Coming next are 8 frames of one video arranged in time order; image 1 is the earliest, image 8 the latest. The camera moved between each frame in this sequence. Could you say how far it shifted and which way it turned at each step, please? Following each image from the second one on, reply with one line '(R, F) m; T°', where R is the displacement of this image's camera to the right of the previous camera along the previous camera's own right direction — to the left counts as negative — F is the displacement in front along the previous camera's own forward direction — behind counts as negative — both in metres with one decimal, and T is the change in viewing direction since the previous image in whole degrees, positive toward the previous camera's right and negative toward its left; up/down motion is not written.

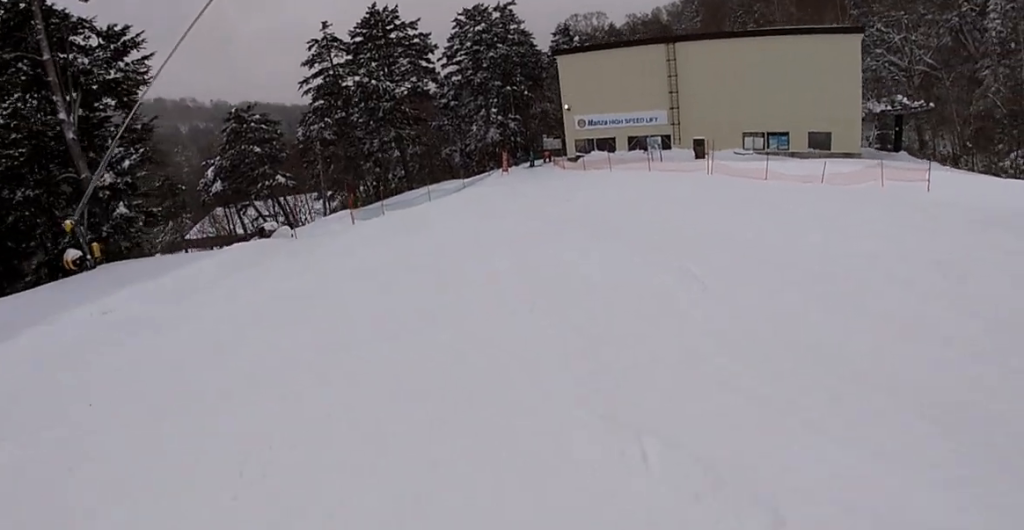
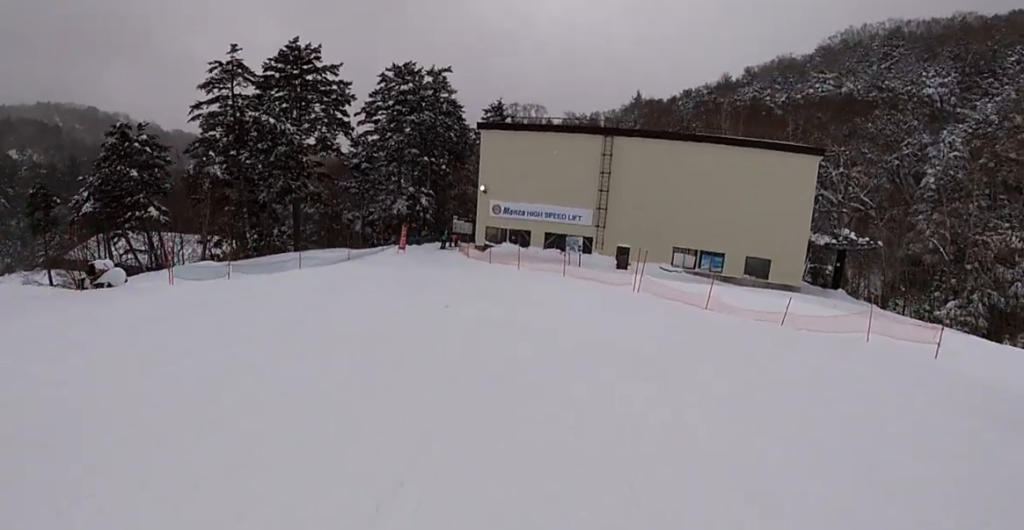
(+1.5, +6.6) m; +4°
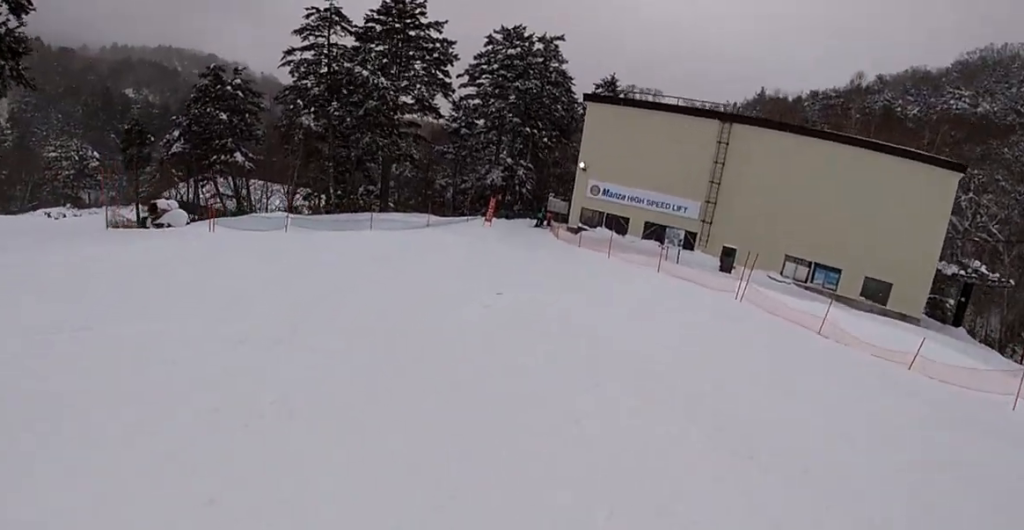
(+0.2, +2.8) m; -10°
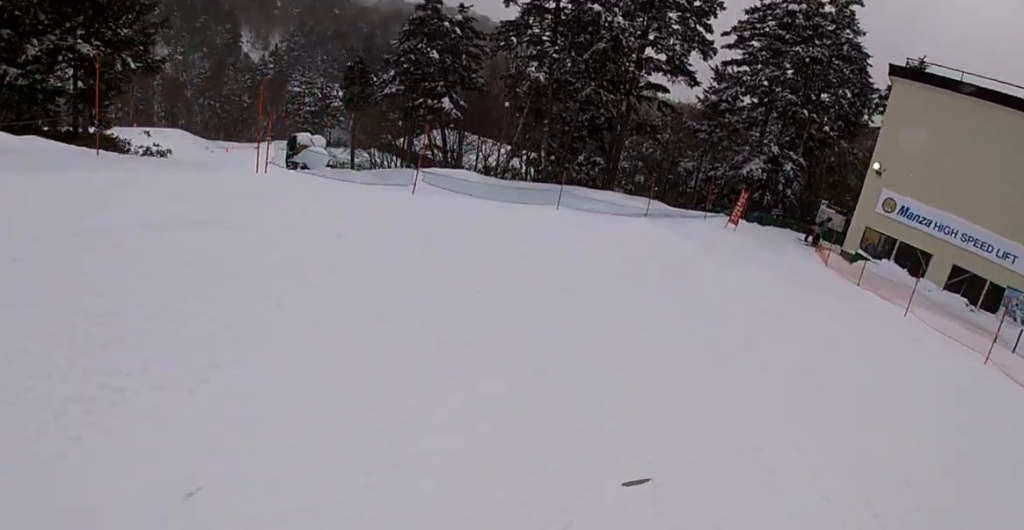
(-2.3, +7.9) m; -12°
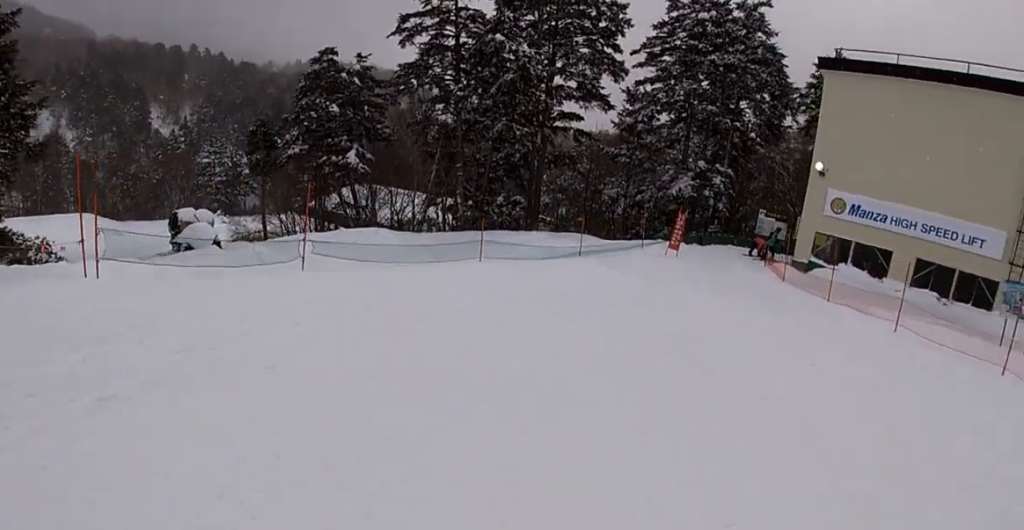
(+0.4, +3.0) m; +10°
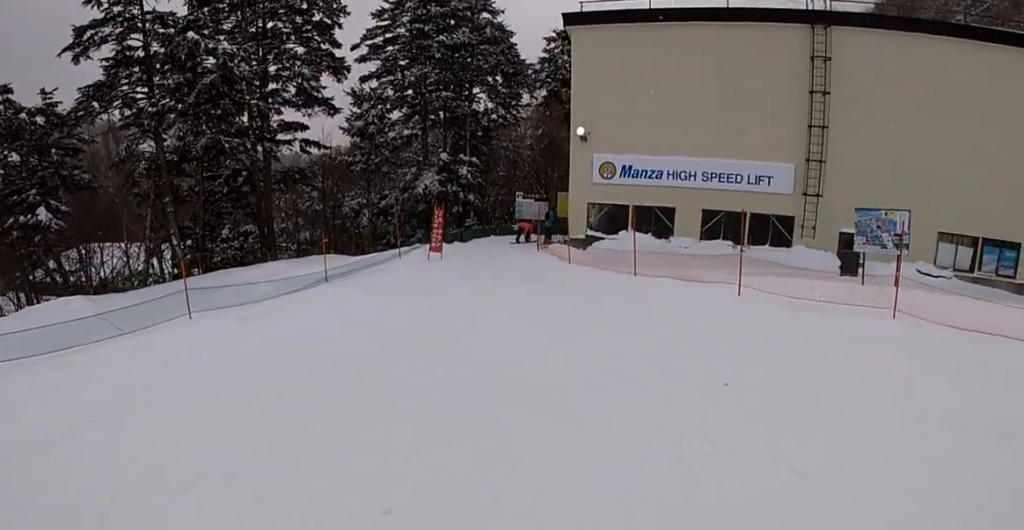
(+0.6, +4.5) m; +9°
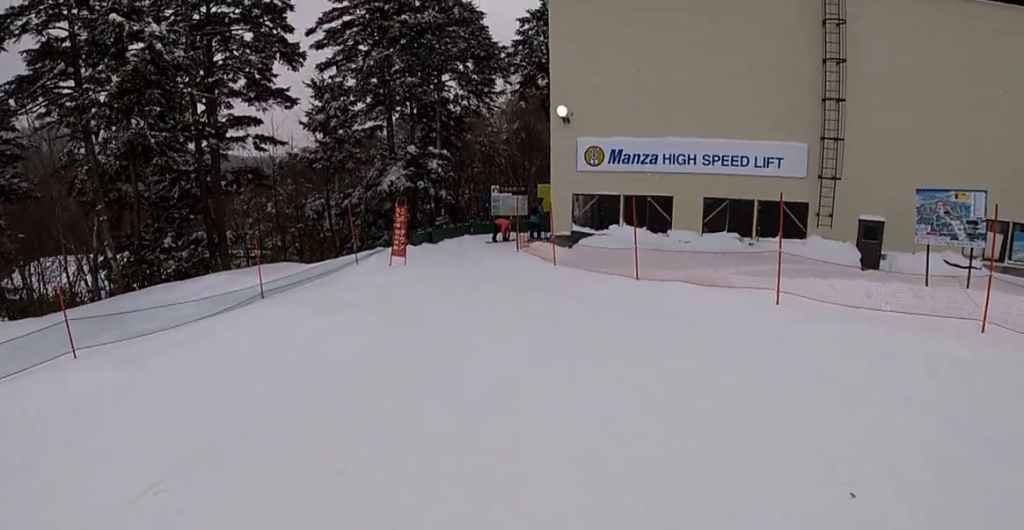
(+0.2, +2.9) m; +3°
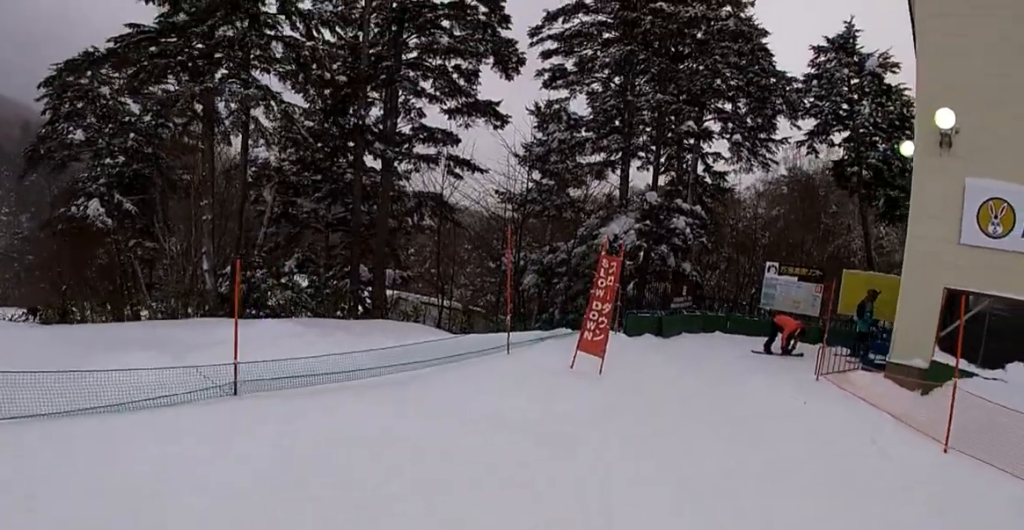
(-1.9, +7.6) m; -18°
